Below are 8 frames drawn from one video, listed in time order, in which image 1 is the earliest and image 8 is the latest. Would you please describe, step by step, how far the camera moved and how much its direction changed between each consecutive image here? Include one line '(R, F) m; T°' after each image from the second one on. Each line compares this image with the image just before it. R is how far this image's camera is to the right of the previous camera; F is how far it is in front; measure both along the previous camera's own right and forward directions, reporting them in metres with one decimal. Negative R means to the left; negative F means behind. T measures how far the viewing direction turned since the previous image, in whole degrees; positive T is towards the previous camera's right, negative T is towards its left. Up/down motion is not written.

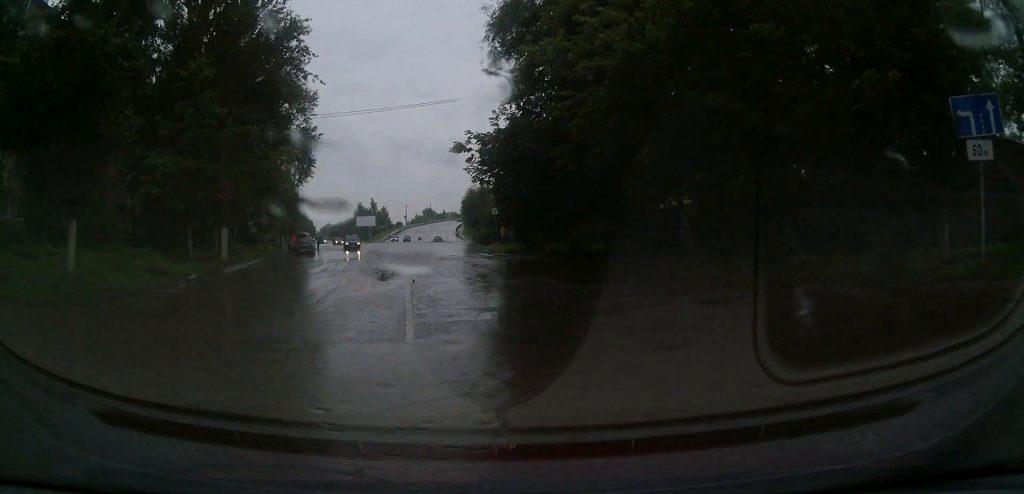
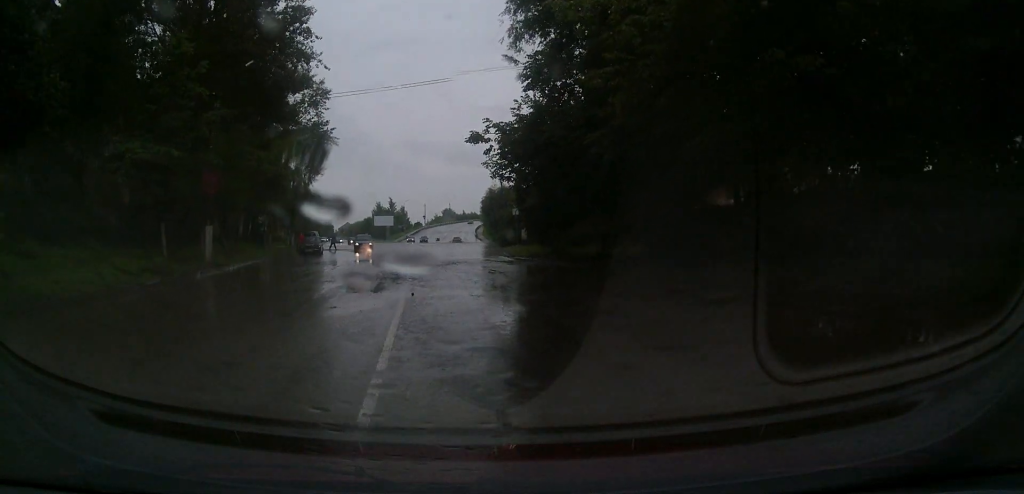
(-0.2, +2.2) m; -3°
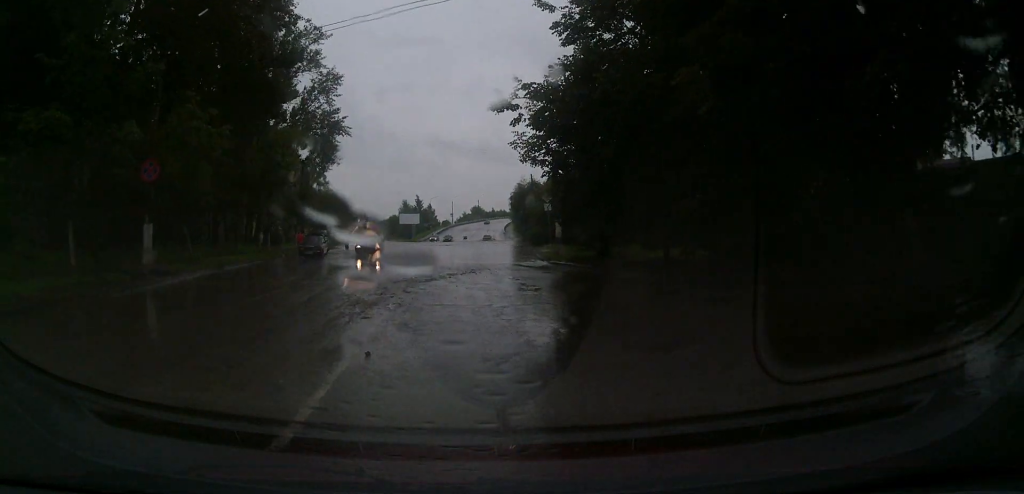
(-0.1, +5.2) m; -2°
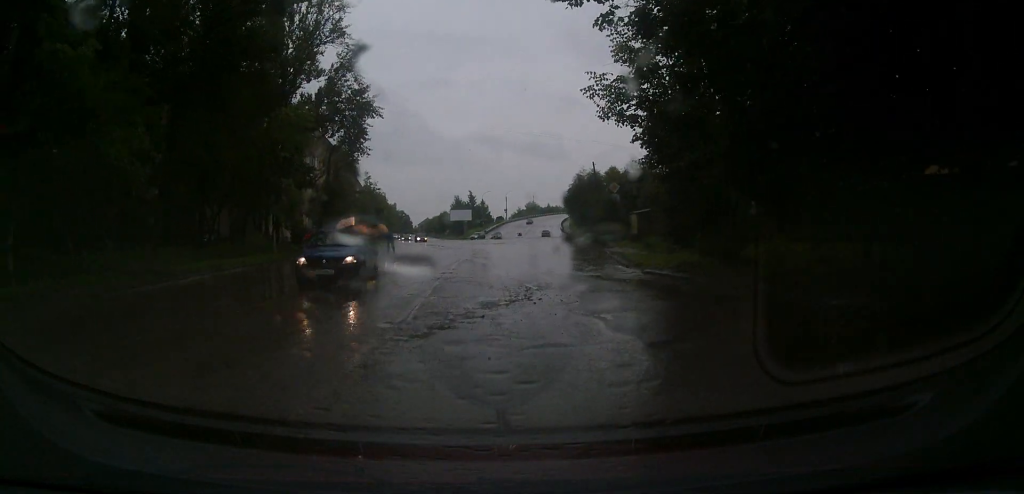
(-0.4, +9.5) m; -3°
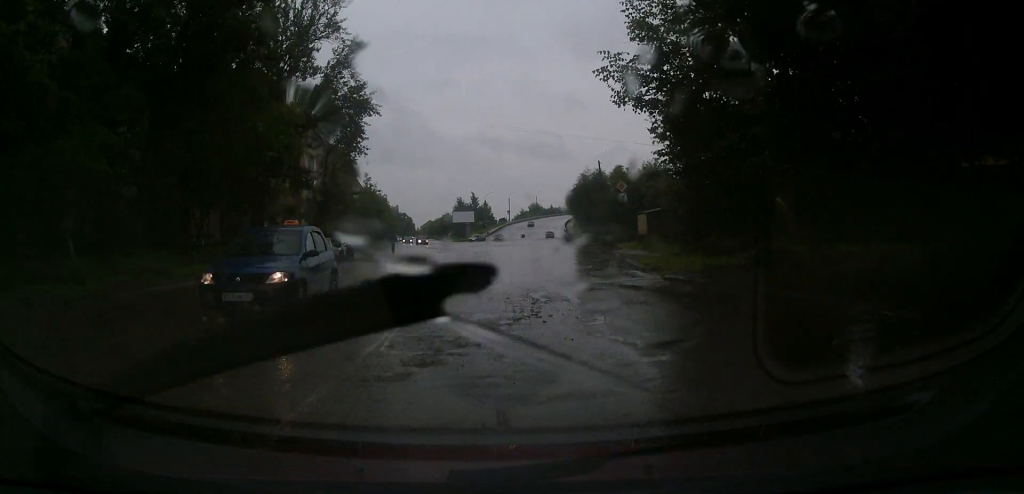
(0.0, +2.4) m; 0°
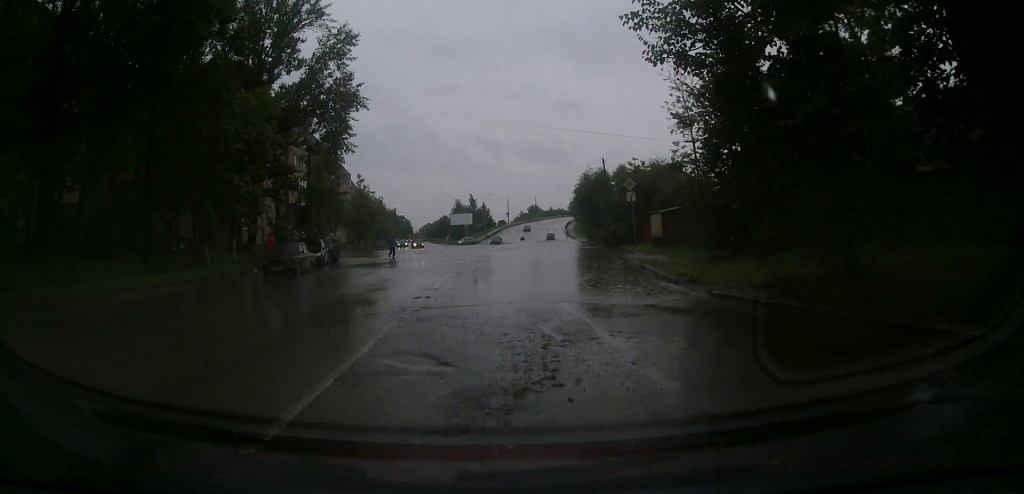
(0.0, +4.8) m; 0°
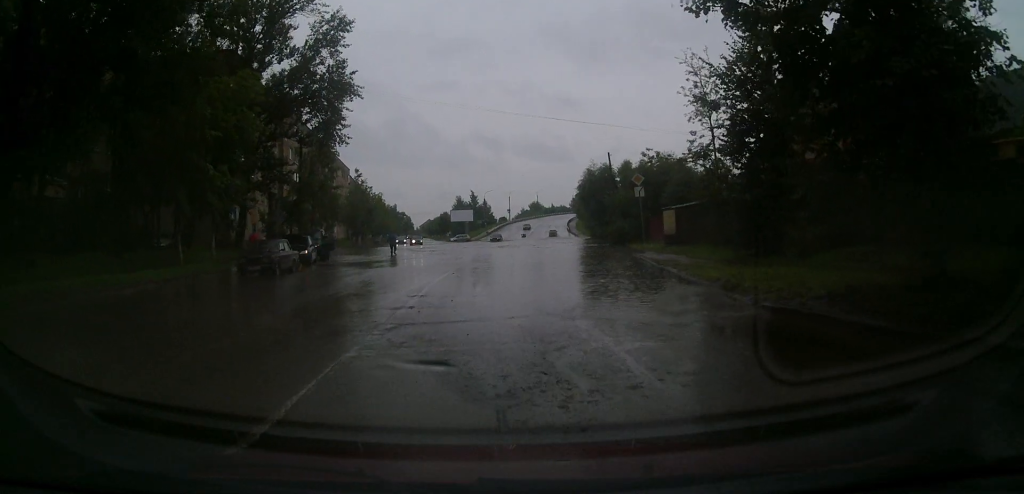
(0.0, +3.1) m; 0°
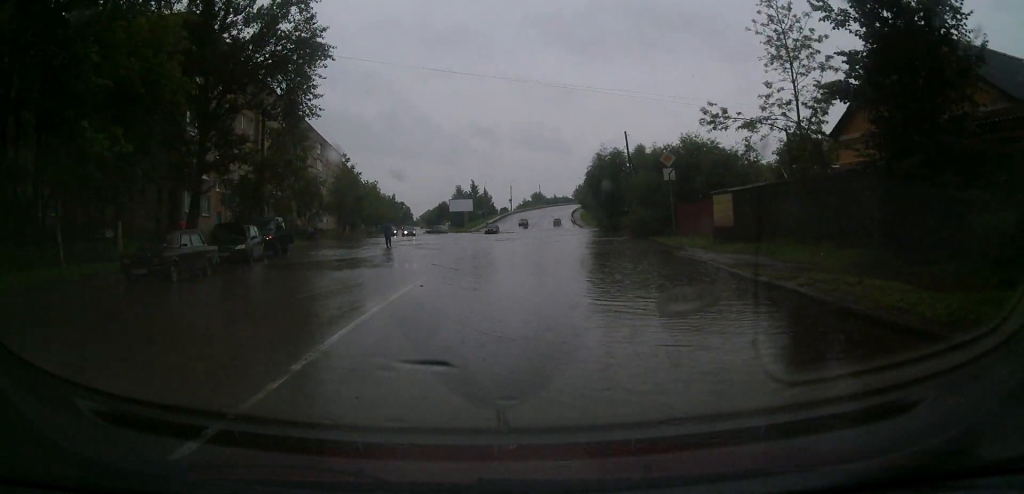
(0.0, +8.5) m; 0°
